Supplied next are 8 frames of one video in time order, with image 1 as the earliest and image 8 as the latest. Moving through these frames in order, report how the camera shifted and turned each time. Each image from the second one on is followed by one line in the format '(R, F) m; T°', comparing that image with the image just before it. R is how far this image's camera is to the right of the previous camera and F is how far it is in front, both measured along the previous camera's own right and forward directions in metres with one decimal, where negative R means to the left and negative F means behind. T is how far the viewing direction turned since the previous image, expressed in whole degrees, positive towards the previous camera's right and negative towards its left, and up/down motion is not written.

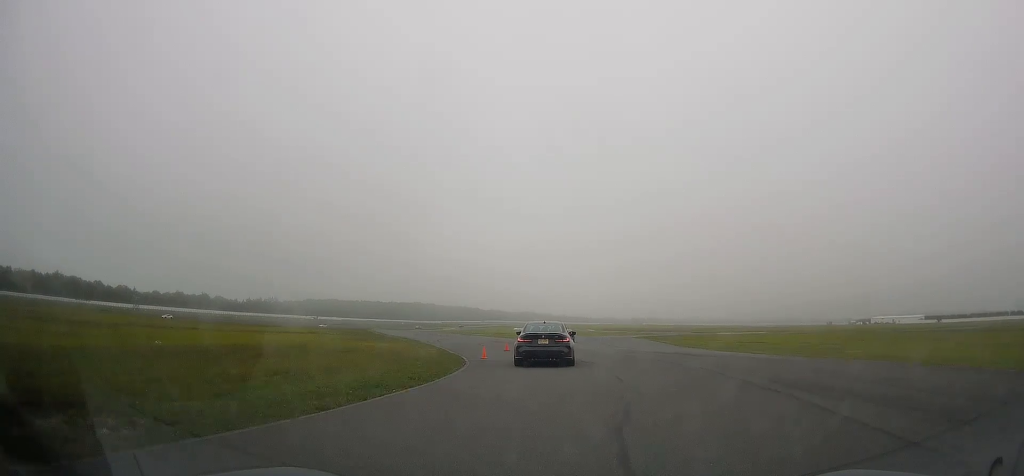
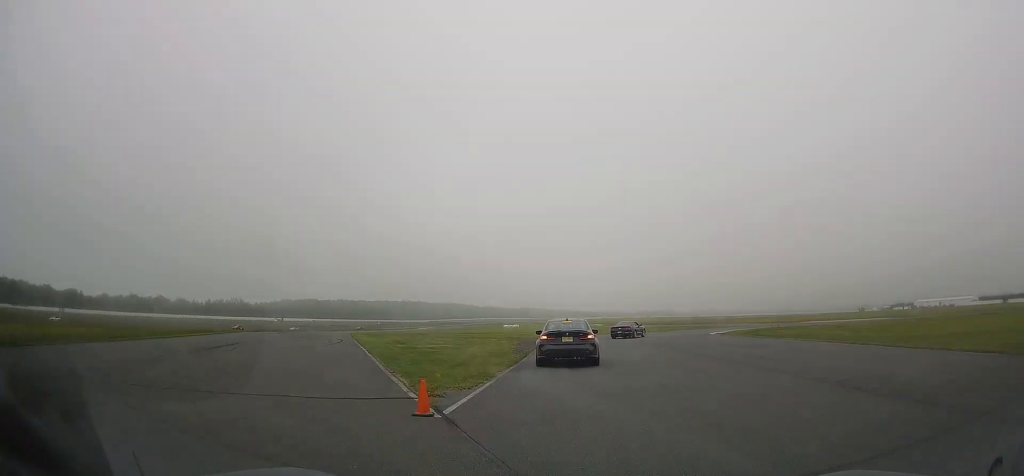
(-2.9, +51.9) m; -2°
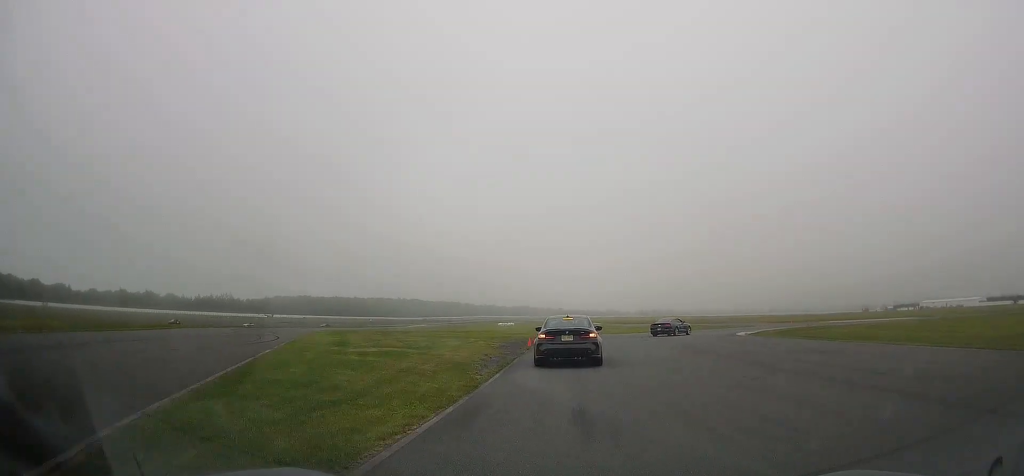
(+0.1, +9.6) m; +1°
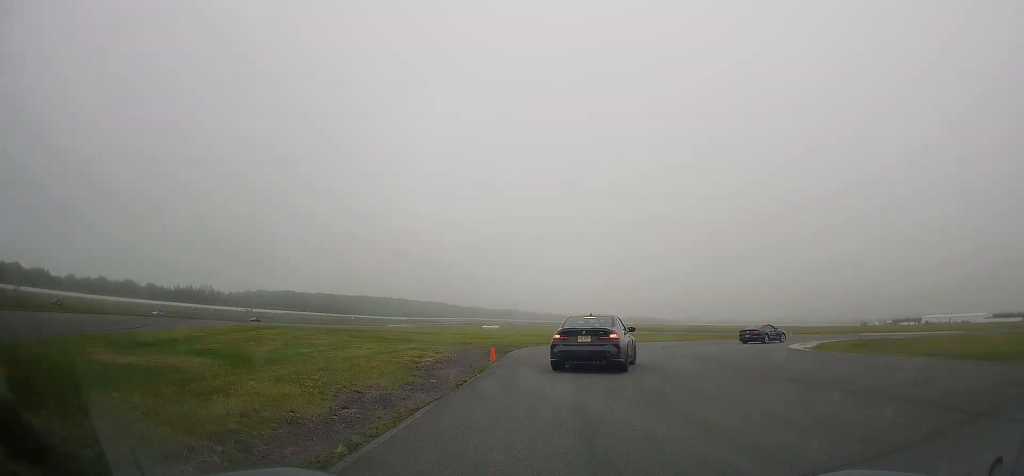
(-0.1, +14.4) m; +2°
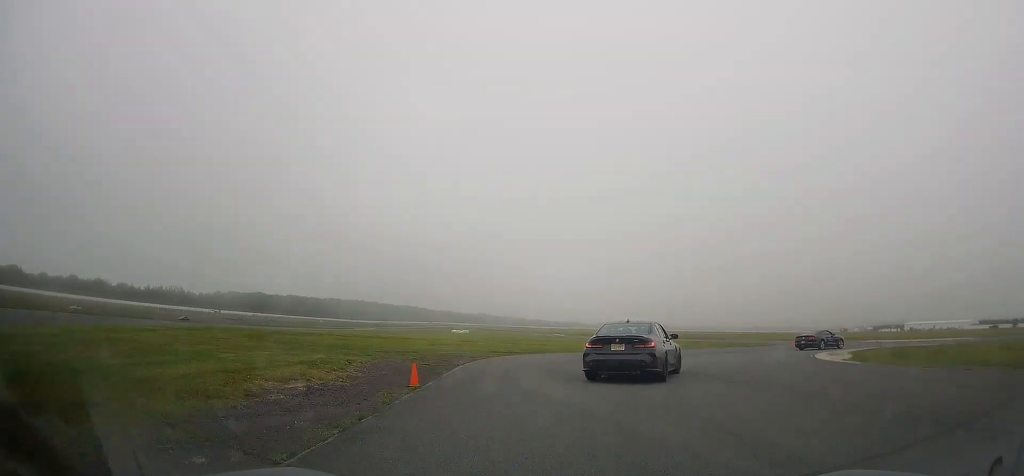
(+0.3, +8.1) m; +4°
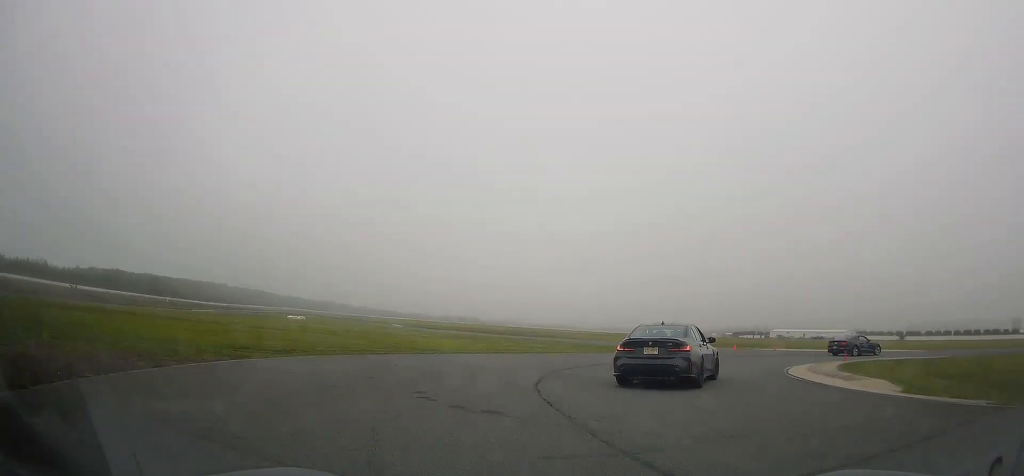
(+0.6, +14.6) m; +12°
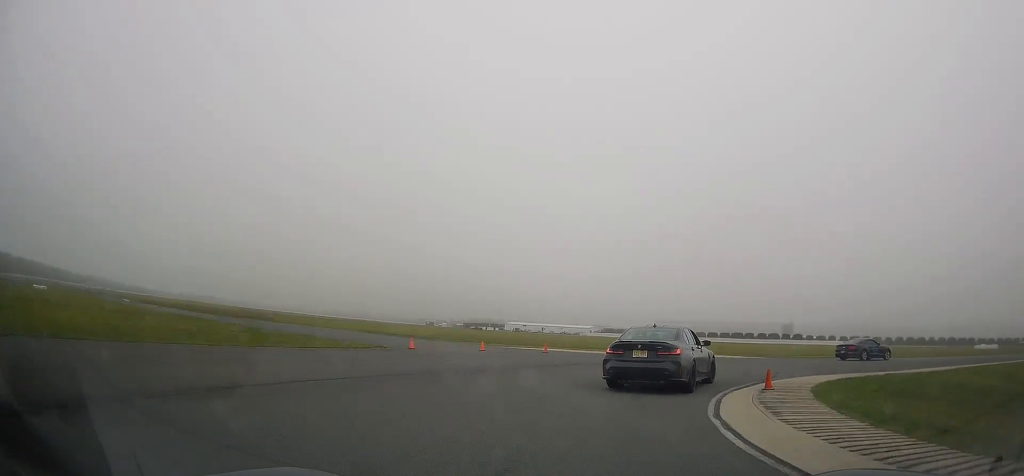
(+3.6, +15.9) m; +29°
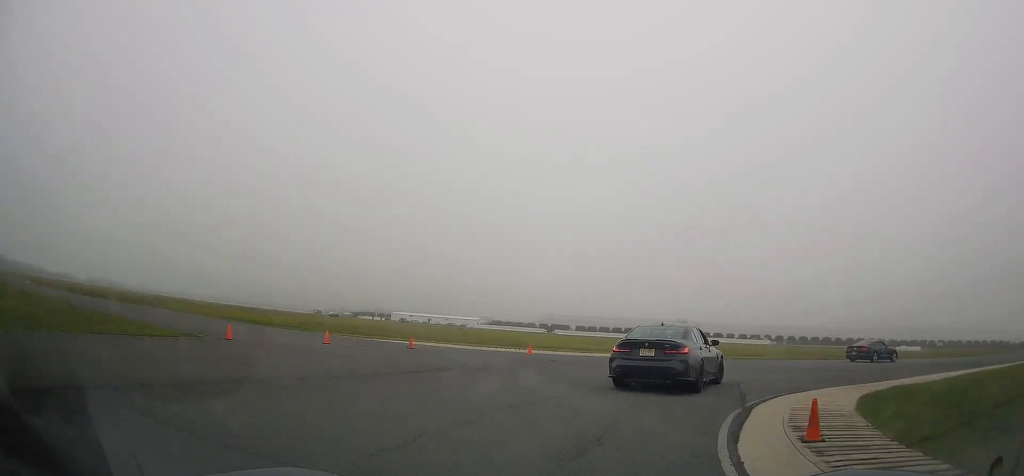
(+0.8, +6.6) m; +14°
